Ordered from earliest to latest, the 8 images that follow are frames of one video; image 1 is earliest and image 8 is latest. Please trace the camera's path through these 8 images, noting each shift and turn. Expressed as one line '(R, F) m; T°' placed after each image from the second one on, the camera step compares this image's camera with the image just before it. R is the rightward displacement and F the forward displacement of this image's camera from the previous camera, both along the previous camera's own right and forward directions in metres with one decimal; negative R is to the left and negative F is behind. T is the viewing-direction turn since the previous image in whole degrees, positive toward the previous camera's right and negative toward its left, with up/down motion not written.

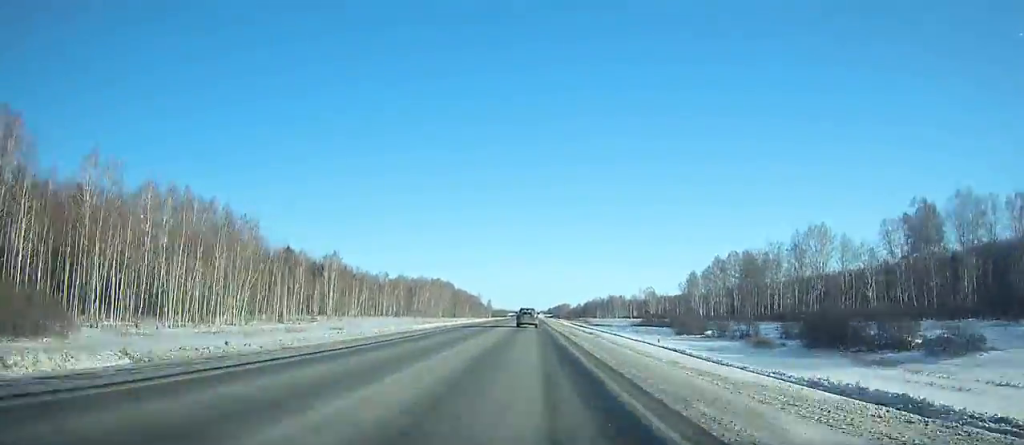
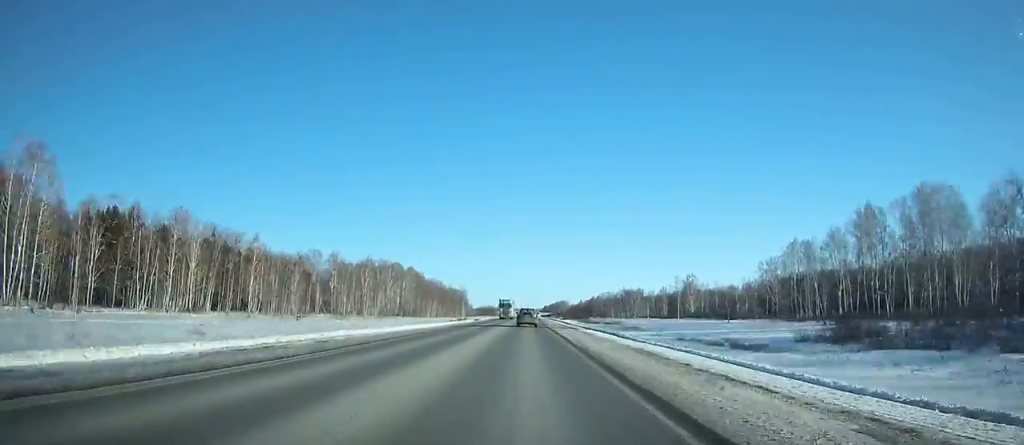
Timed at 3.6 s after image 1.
(0.0, +112.9) m; 0°
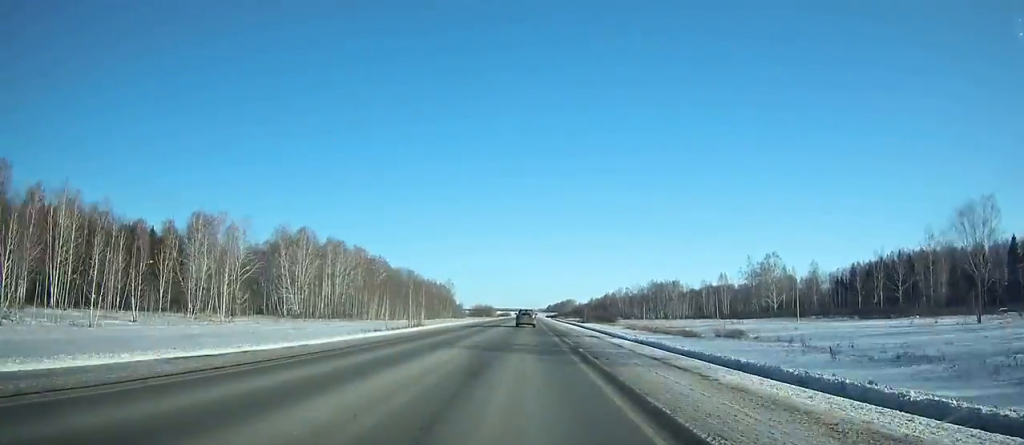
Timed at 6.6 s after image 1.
(0.0, +93.7) m; 0°
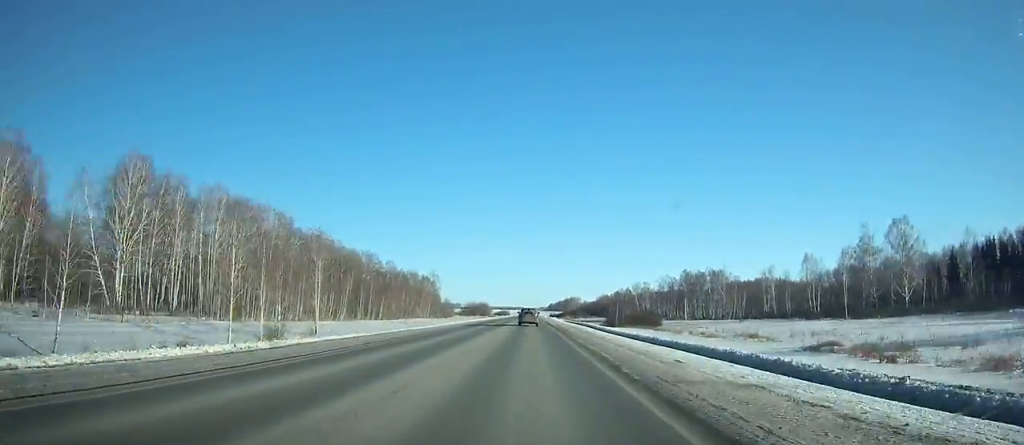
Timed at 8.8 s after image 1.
(-0.2, +66.8) m; 0°
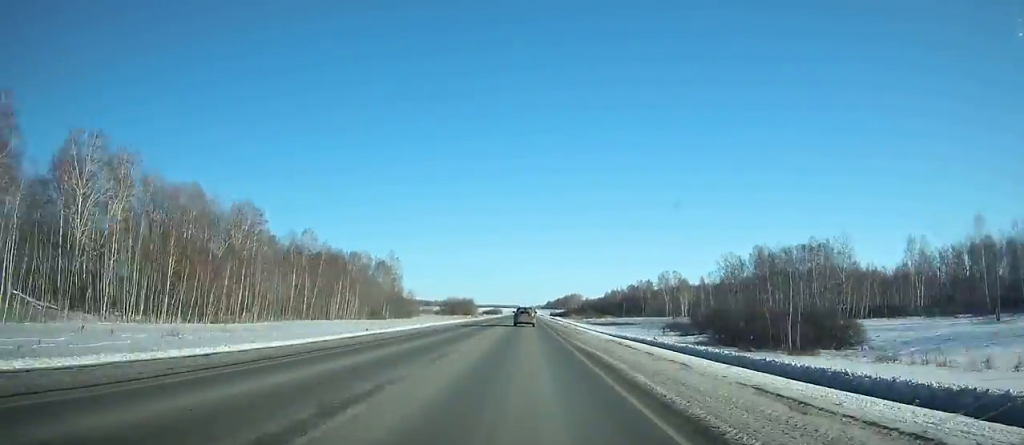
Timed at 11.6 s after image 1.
(+0.1, +82.8) m; 0°
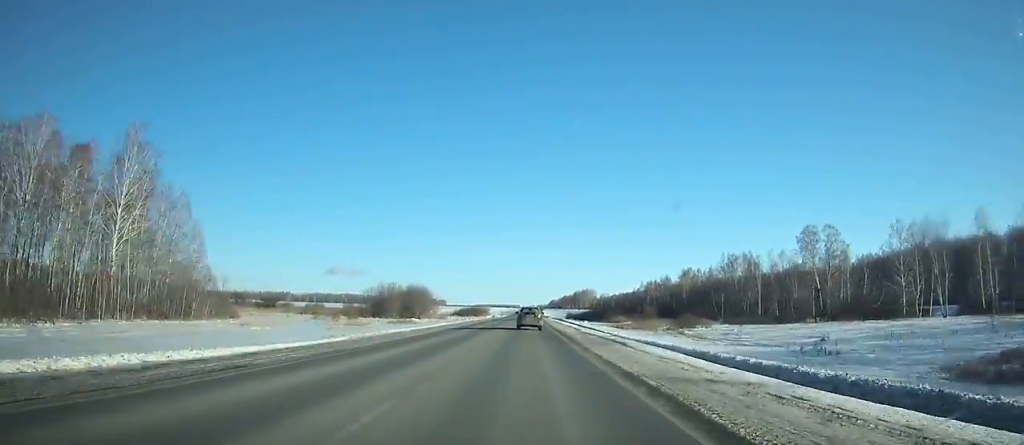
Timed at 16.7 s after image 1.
(+0.3, +148.5) m; 0°
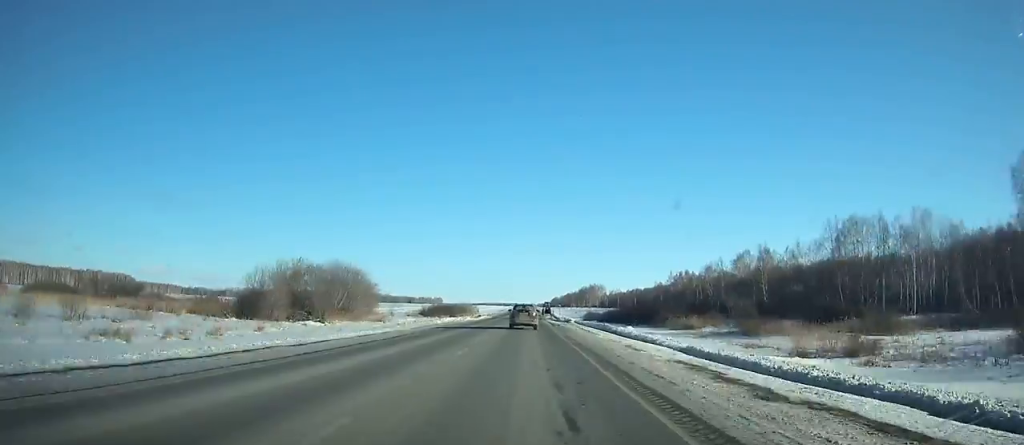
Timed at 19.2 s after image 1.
(+0.2, +73.3) m; 0°
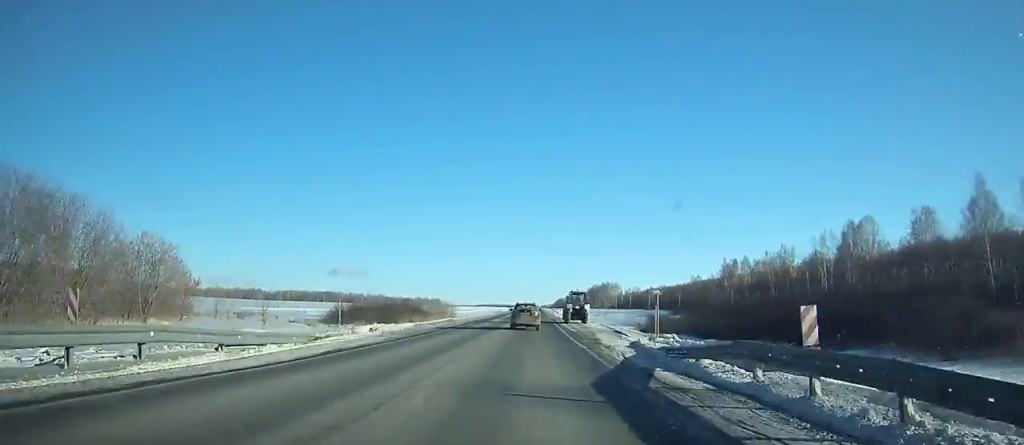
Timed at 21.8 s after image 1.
(+0.1, +73.9) m; 0°
